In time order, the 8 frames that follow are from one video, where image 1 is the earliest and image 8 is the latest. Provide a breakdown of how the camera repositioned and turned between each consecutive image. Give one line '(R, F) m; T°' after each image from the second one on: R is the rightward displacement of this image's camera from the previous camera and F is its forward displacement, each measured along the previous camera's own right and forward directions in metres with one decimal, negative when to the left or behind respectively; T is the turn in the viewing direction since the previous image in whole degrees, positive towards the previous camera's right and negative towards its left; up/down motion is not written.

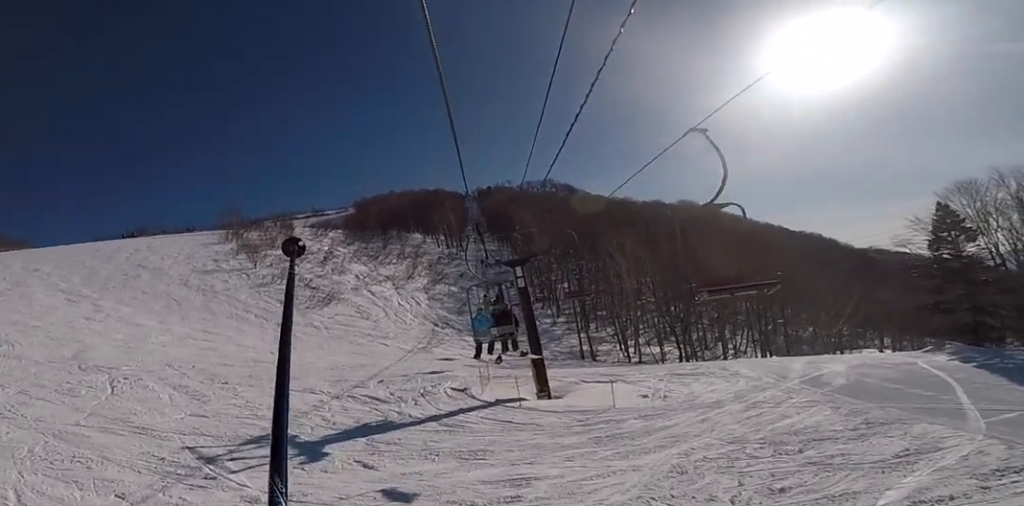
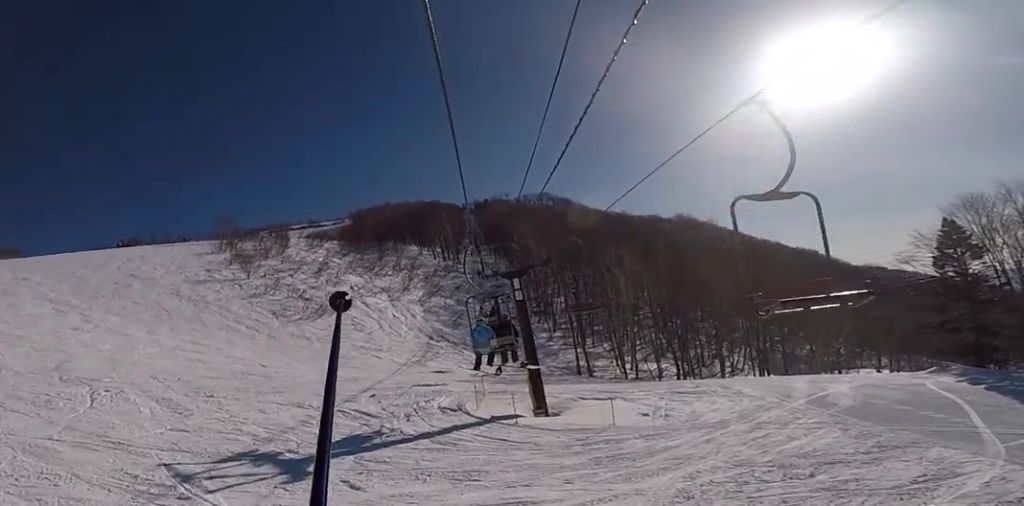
(0.0, +0.9) m; 0°
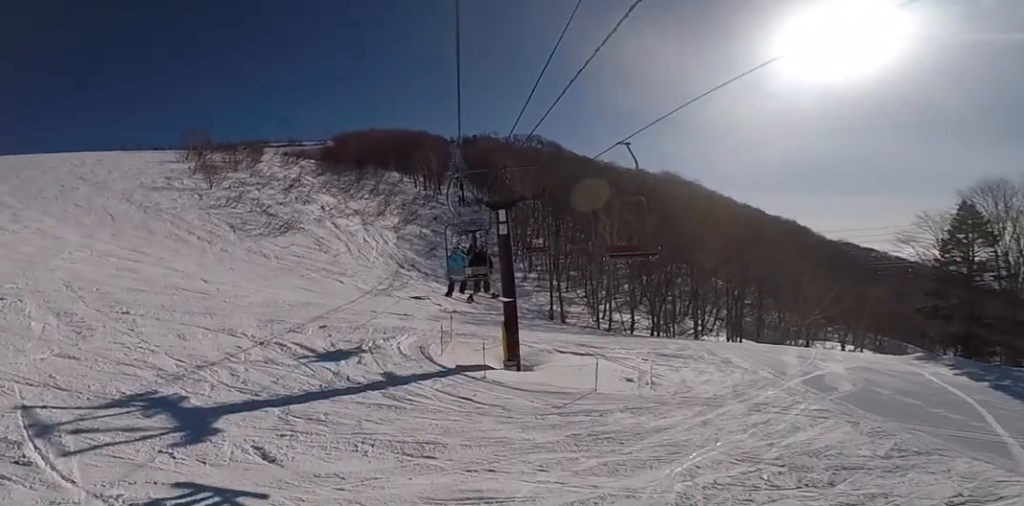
(0.0, +3.1) m; 0°
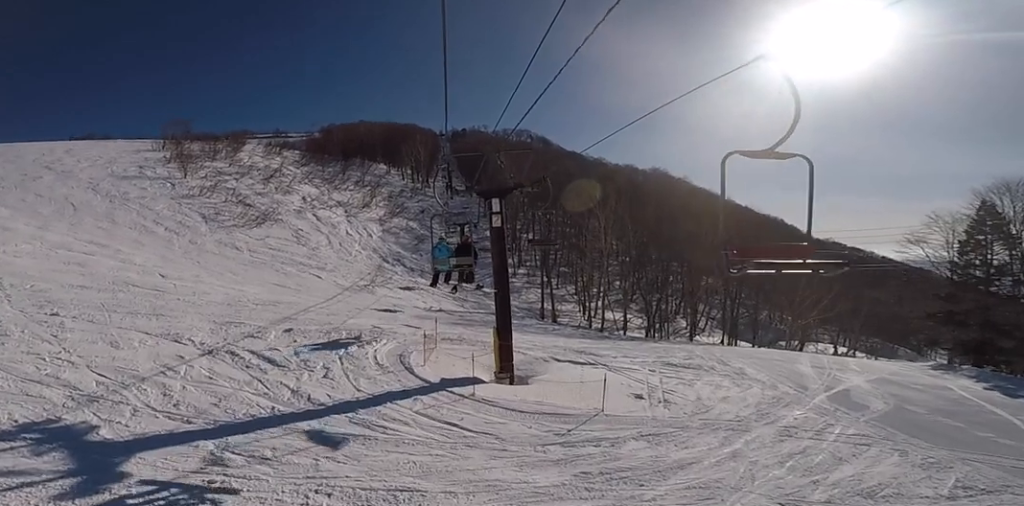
(0.0, +2.9) m; 0°
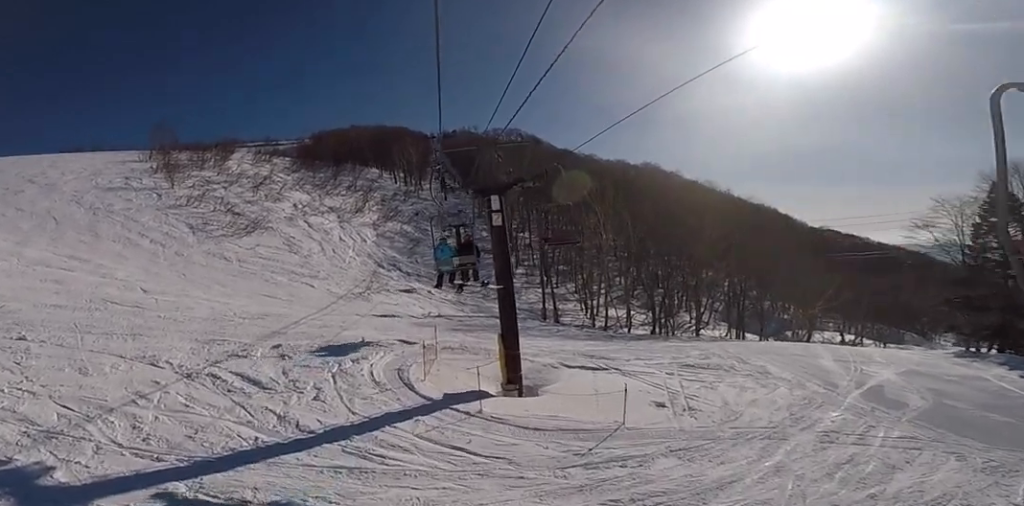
(0.0, +1.5) m; 0°
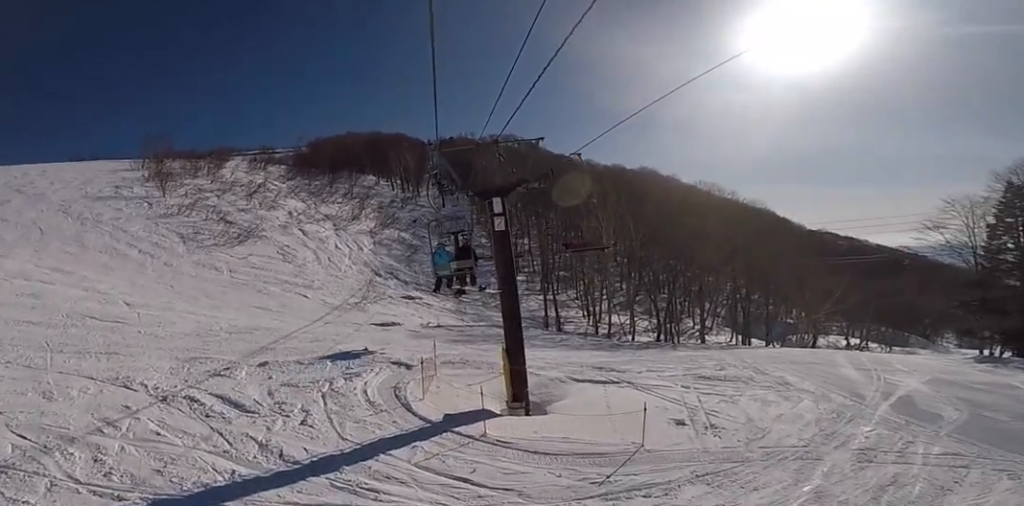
(0.0, +1.4) m; 0°
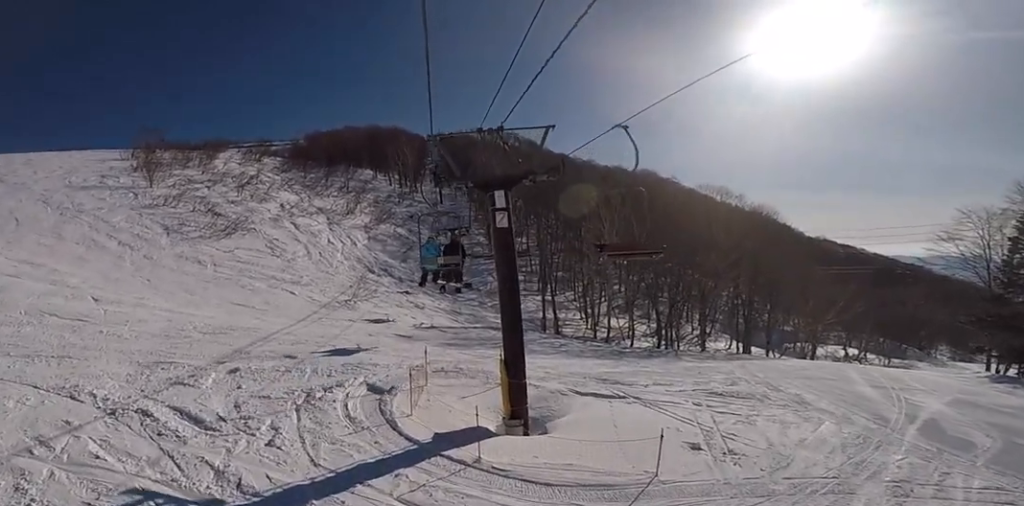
(0.0, +1.7) m; 0°
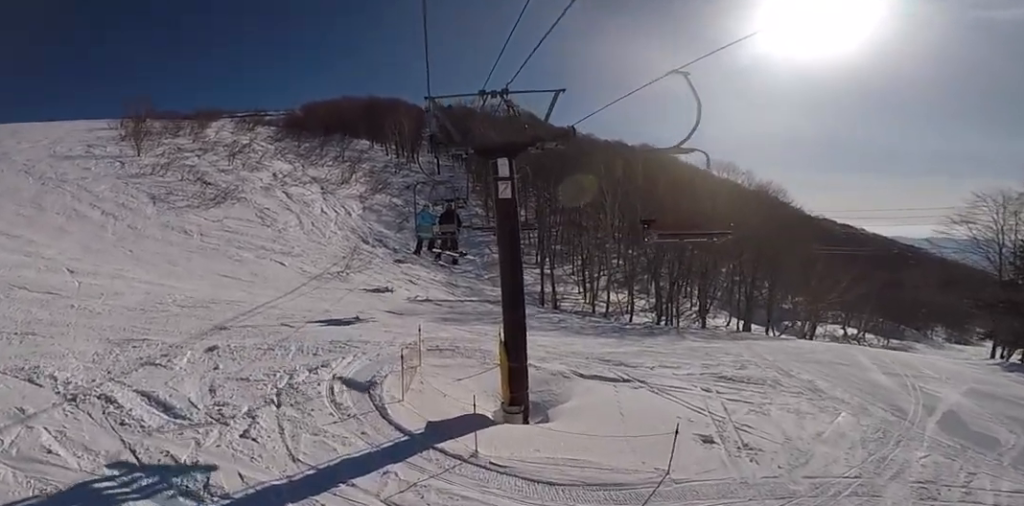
(0.0, +1.1) m; 0°
